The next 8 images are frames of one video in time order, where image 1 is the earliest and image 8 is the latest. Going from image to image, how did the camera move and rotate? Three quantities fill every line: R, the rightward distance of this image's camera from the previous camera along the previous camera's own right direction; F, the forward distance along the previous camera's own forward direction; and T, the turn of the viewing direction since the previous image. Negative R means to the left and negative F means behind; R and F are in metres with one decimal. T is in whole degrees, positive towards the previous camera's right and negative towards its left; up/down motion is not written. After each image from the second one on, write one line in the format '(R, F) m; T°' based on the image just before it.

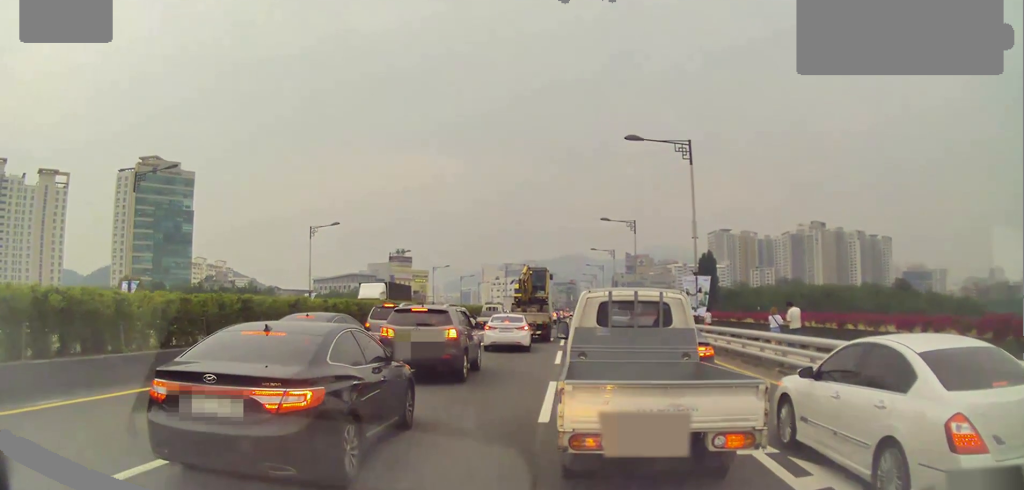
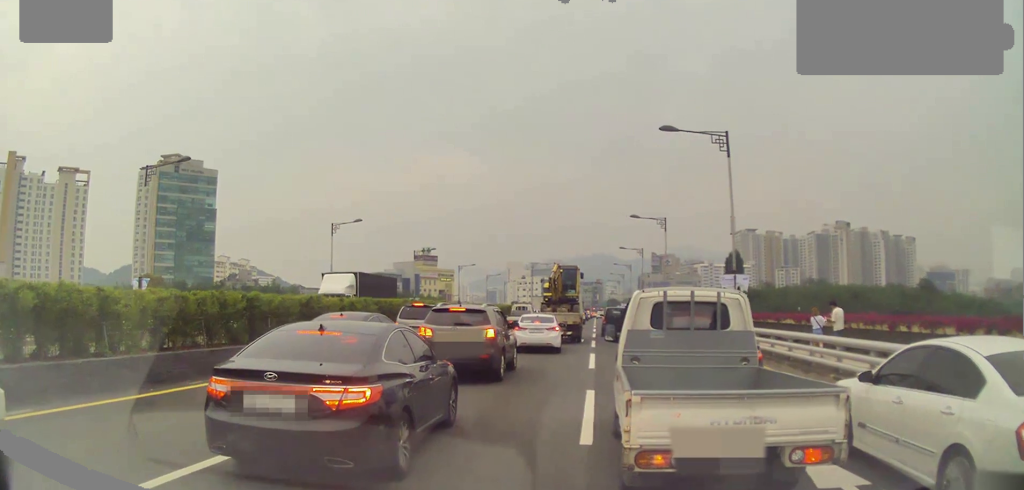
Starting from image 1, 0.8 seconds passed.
(-0.3, +1.2) m; -3°
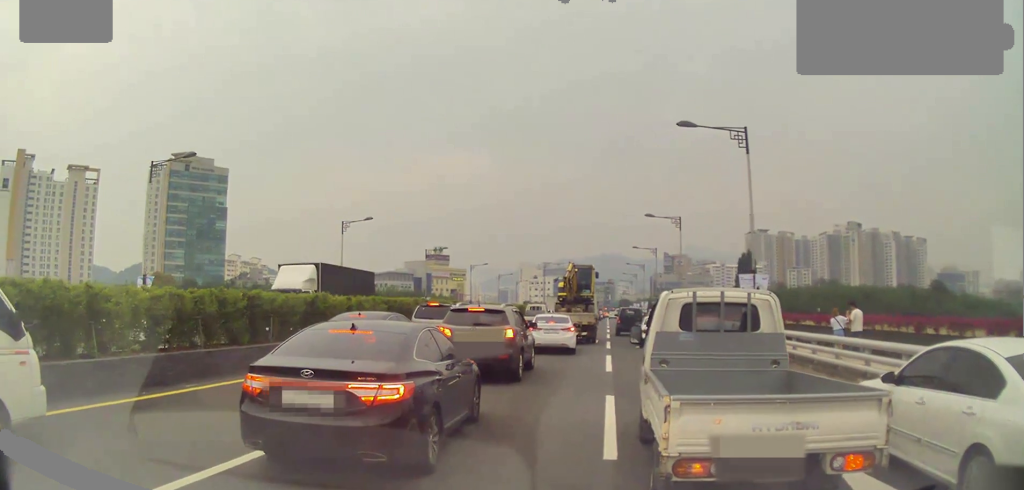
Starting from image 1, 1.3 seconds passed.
(+0.2, +0.9) m; 0°
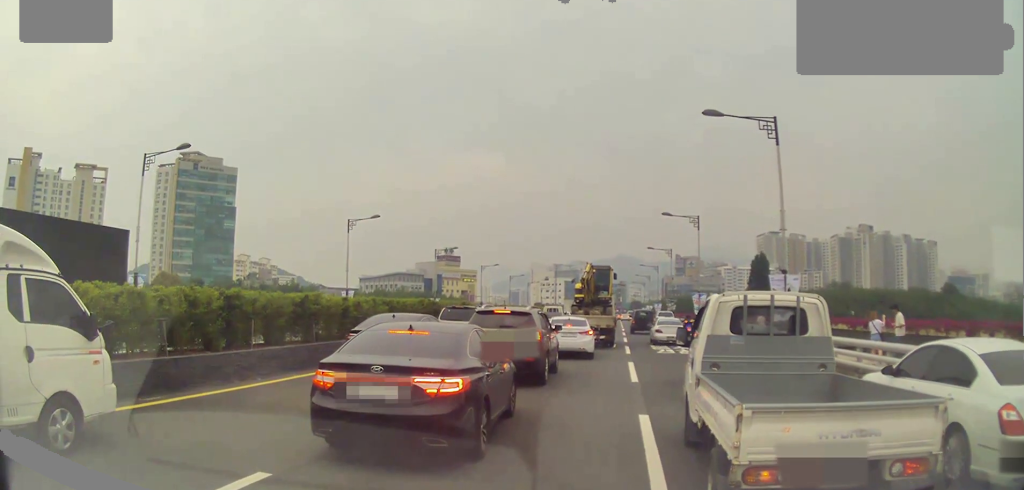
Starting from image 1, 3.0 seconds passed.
(-0.5, +1.8) m; 0°
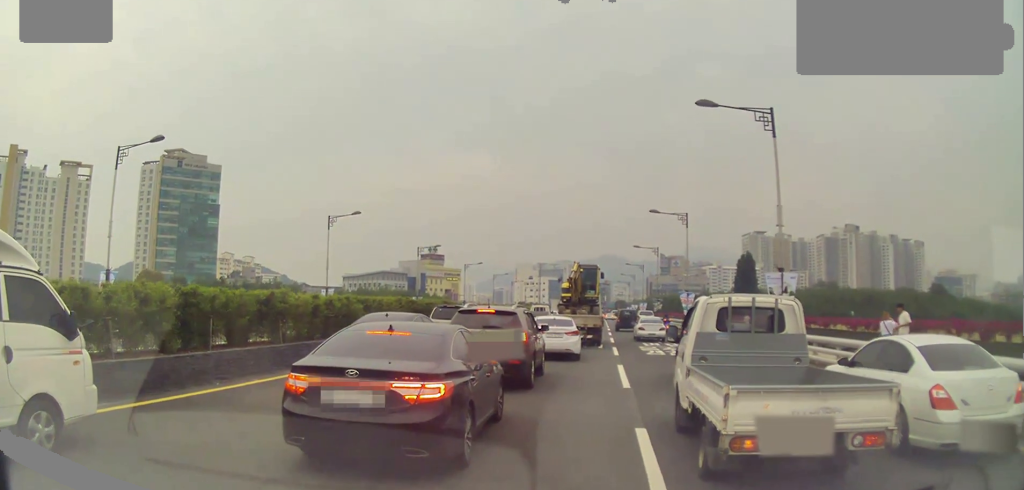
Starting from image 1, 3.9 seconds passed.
(-0.5, +1.1) m; -2°
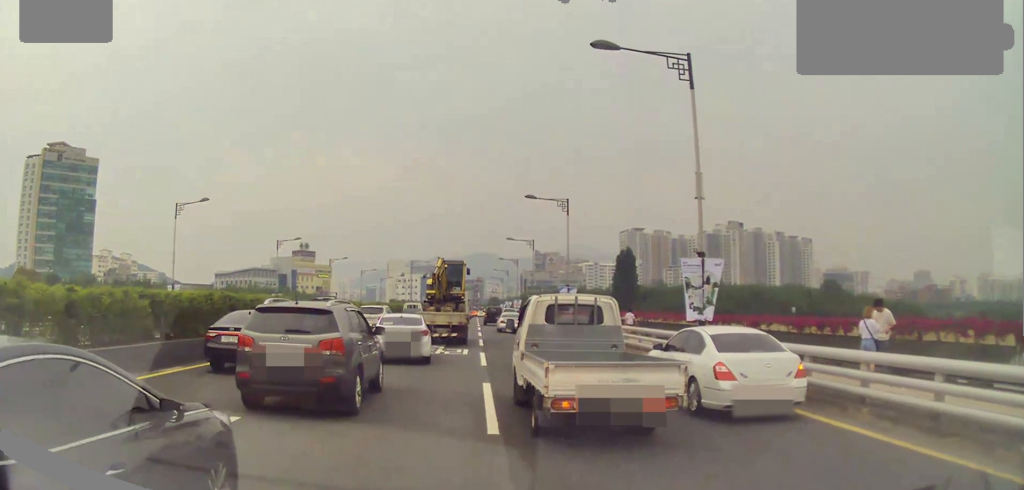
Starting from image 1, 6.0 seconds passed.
(-0.4, +4.8) m; -2°
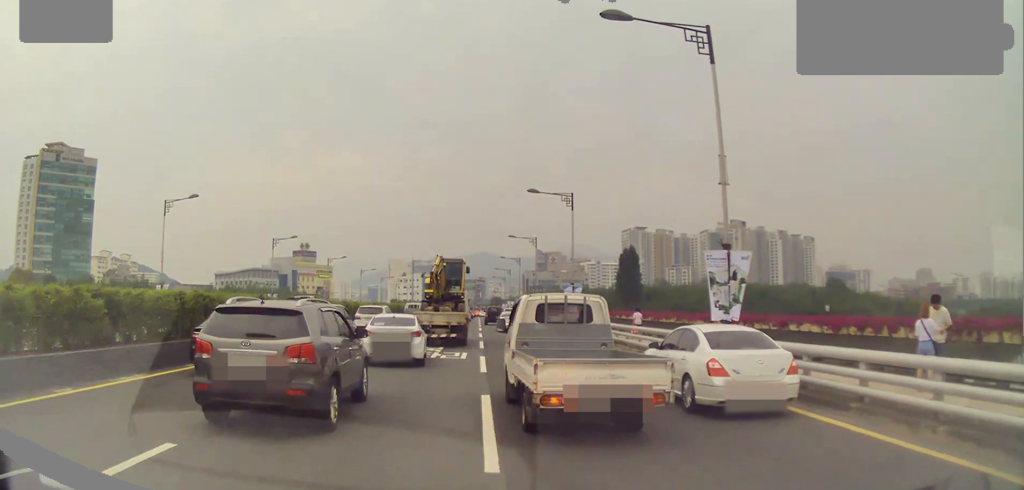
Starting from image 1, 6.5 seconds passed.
(-0.1, +1.6) m; +1°
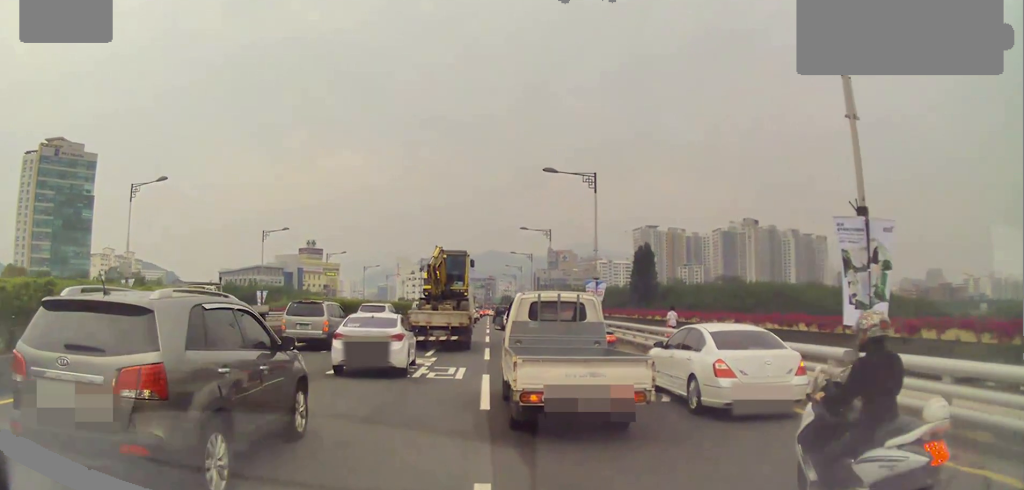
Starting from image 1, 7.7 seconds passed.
(+0.2, +5.6) m; 0°
